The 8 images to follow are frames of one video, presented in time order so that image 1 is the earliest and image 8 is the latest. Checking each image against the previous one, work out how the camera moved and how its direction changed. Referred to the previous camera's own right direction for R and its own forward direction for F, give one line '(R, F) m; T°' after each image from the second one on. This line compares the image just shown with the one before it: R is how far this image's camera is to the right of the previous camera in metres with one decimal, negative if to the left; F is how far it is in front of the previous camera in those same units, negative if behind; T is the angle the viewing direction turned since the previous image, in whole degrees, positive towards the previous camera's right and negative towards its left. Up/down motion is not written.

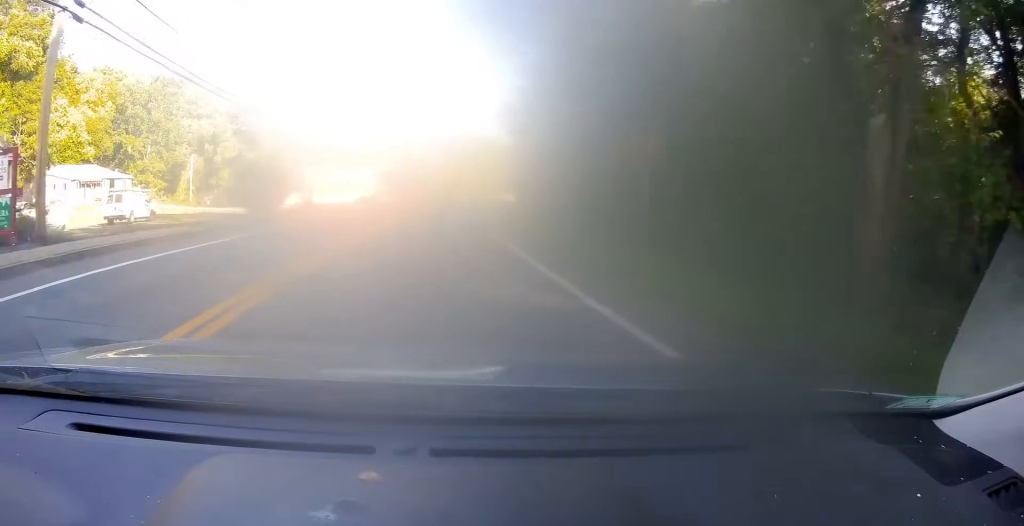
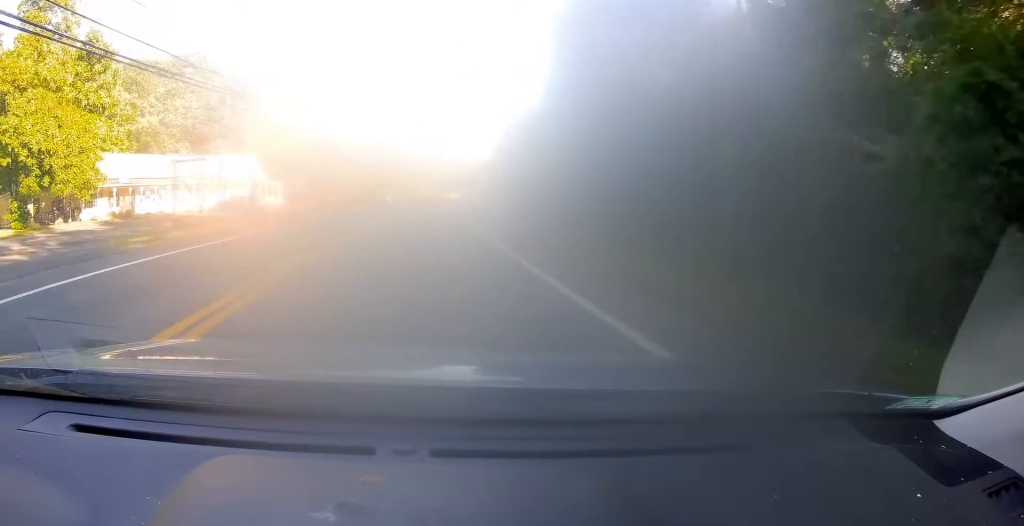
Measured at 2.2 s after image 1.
(+0.3, +41.3) m; 0°
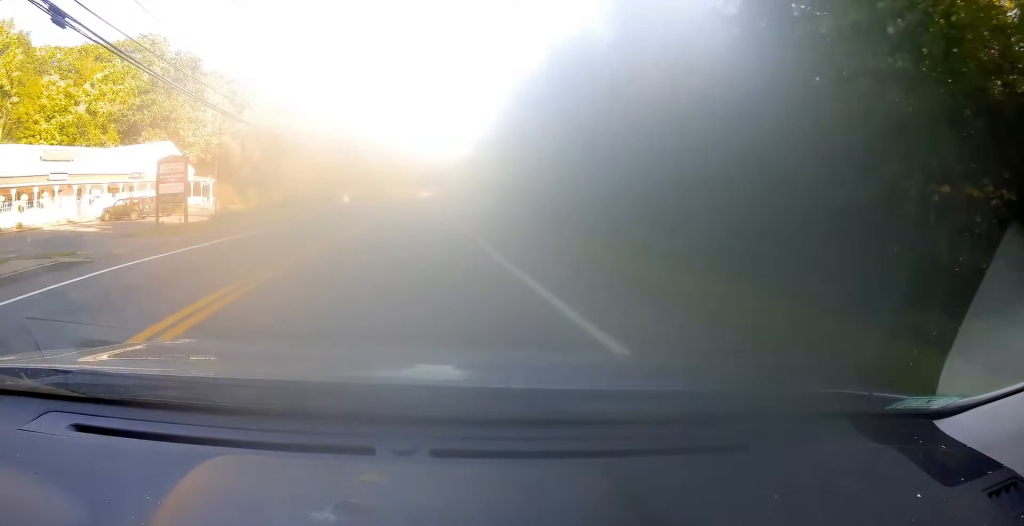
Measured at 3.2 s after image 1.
(-0.4, +19.2) m; +1°
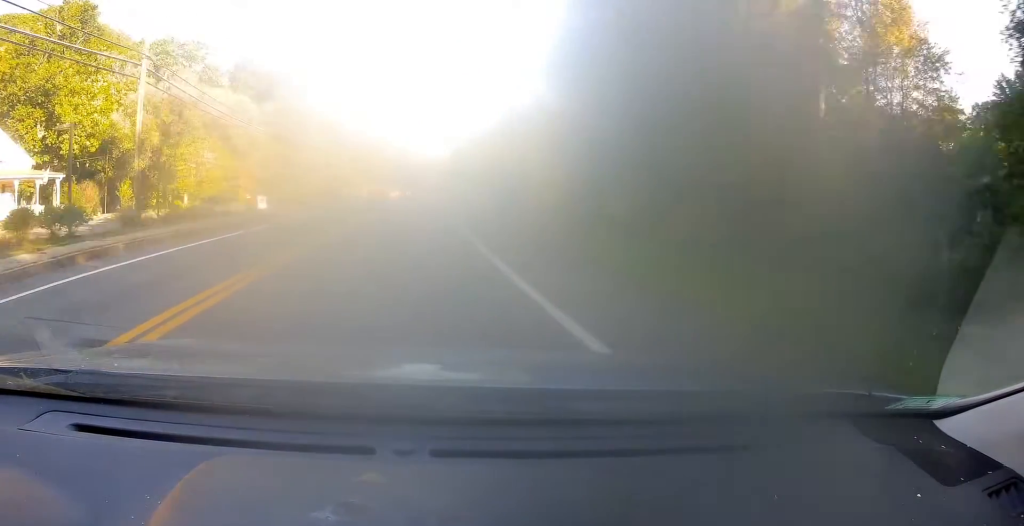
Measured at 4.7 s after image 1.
(+1.7, +29.0) m; +5°
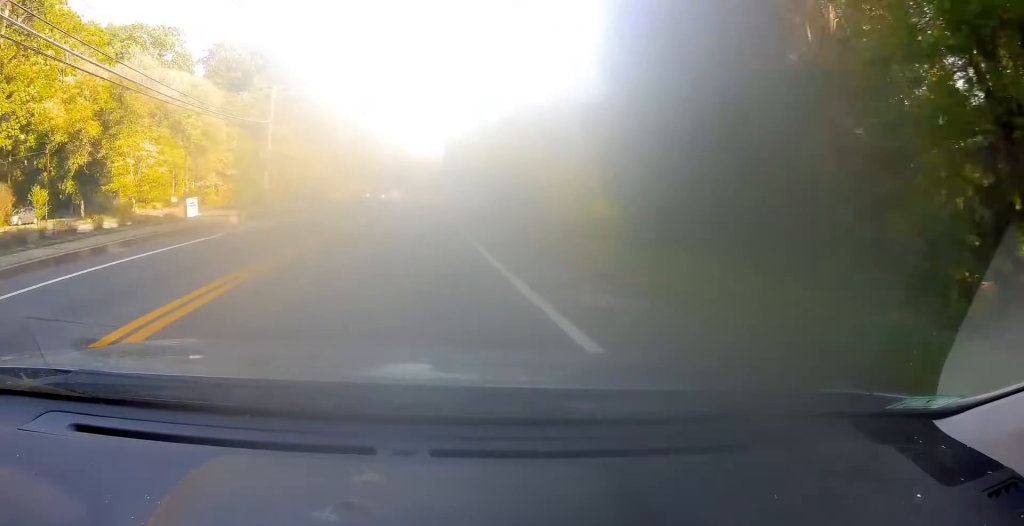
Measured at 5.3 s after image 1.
(+0.2, +11.0) m; +1°
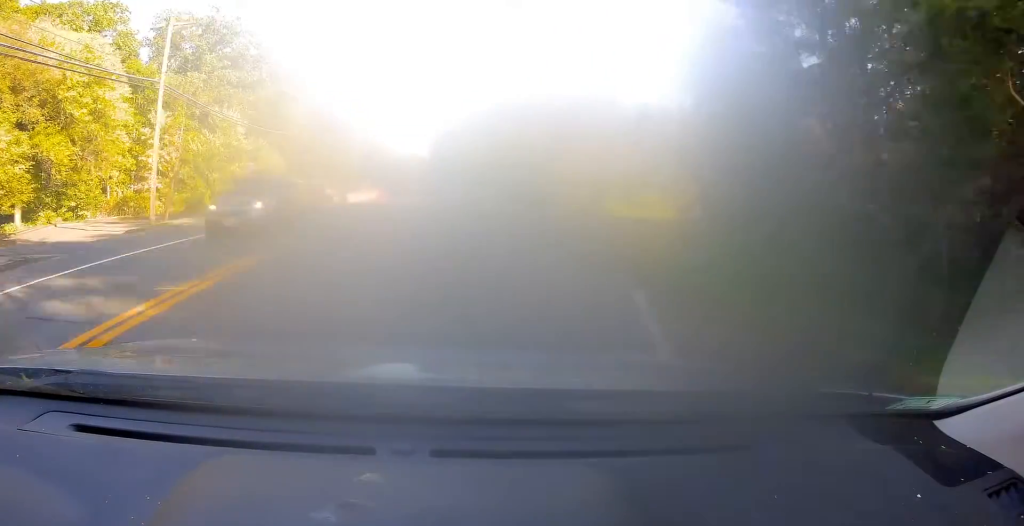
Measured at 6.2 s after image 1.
(-0.2, +16.8) m; +1°
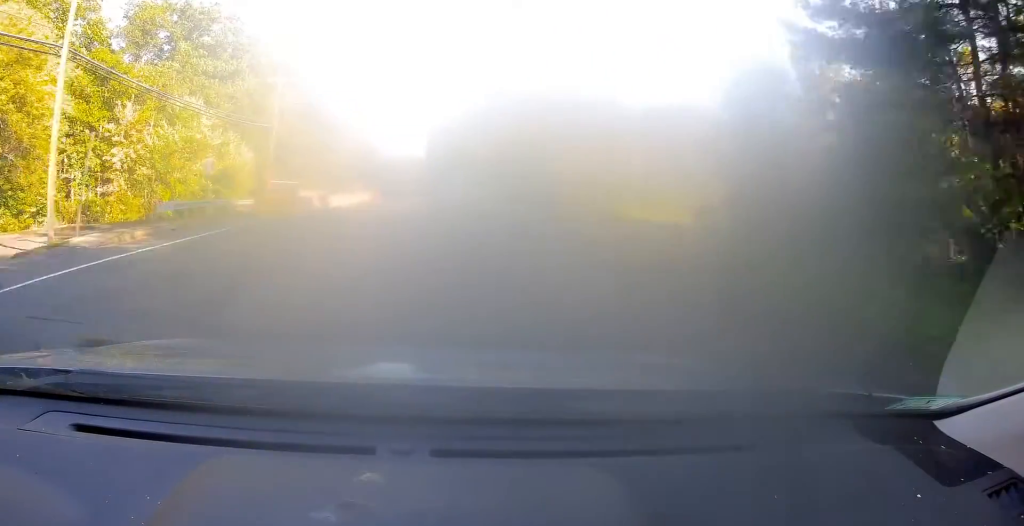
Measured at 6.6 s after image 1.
(+0.3, +8.5) m; +1°
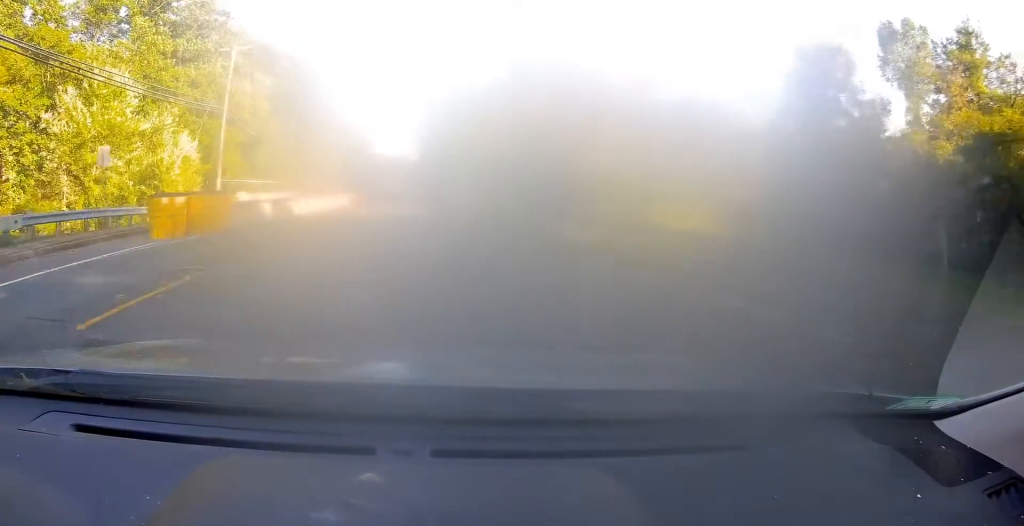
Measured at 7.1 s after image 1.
(+0.2, +10.4) m; +1°
